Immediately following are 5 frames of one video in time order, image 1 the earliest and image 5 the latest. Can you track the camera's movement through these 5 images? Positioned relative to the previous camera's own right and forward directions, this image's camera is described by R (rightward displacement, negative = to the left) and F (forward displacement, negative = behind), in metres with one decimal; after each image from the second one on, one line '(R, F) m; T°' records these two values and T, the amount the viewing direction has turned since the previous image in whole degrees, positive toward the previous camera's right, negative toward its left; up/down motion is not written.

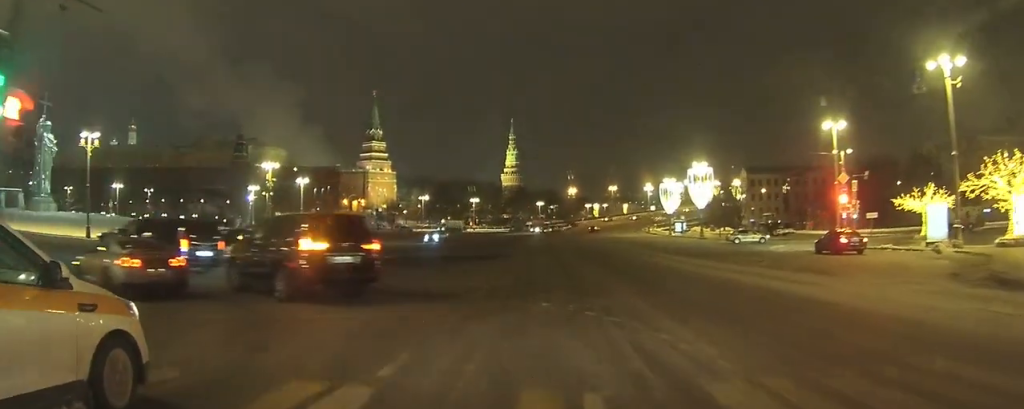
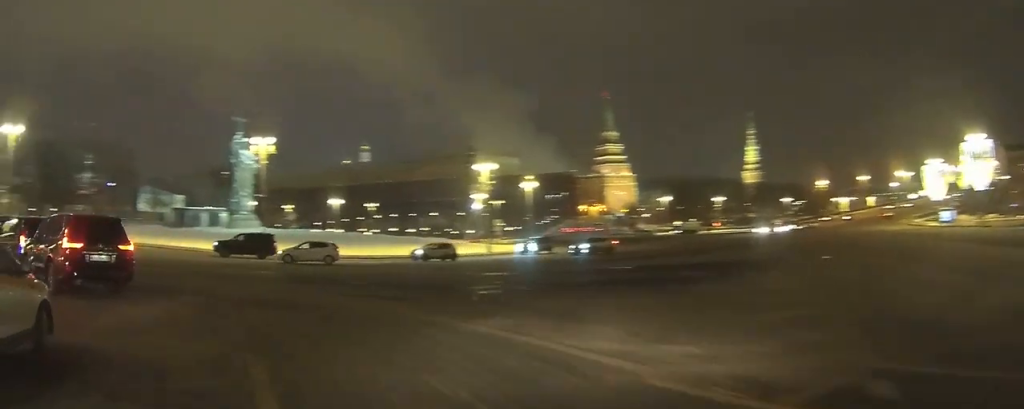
(-3.6, +12.3) m; -38°
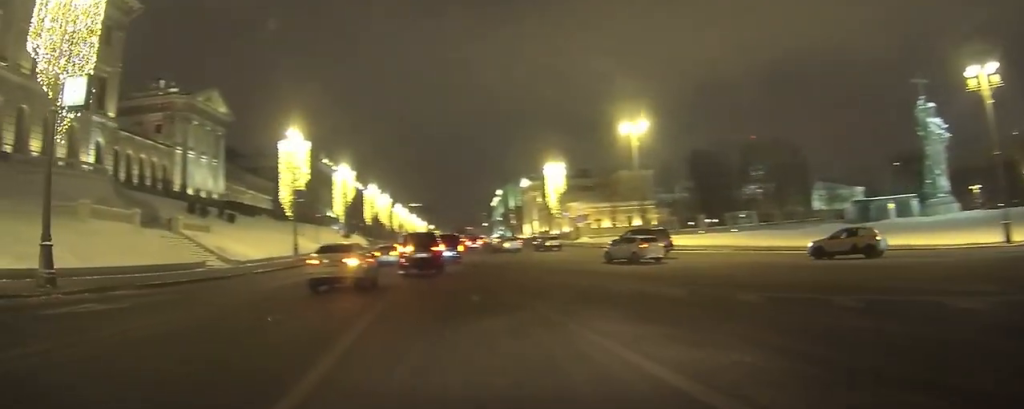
(-10.2, +15.7) m; -47°
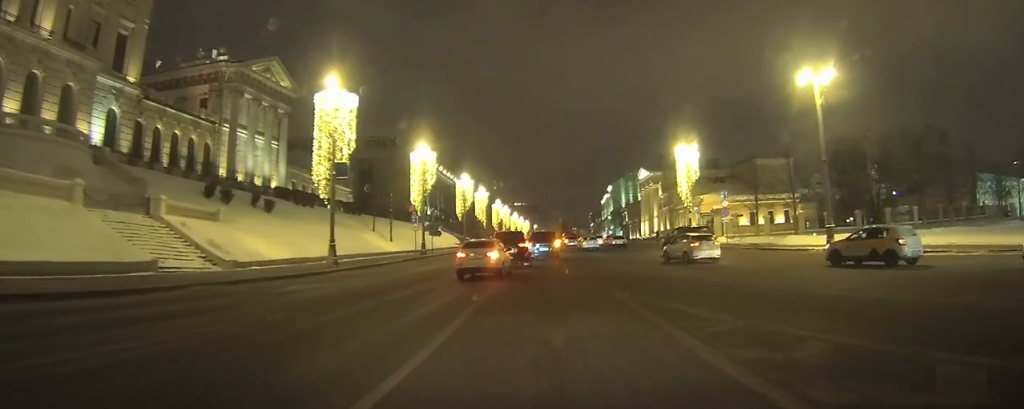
(-0.5, +14.8) m; -1°
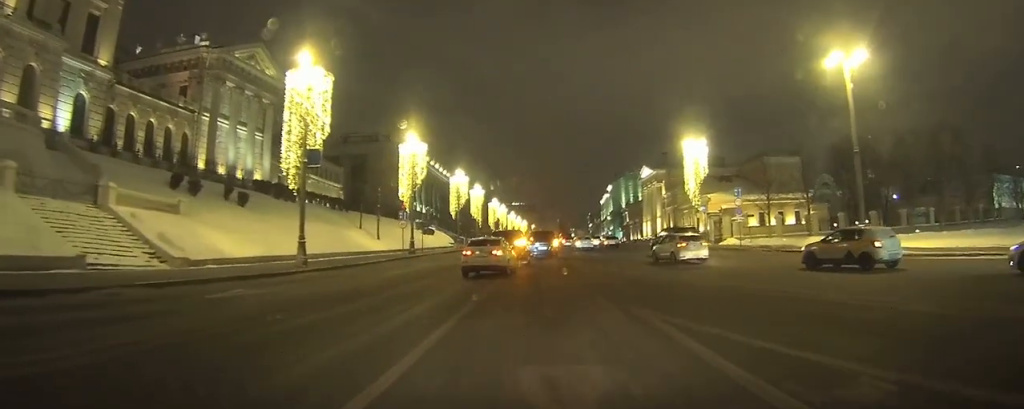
(0.0, +3.8) m; +1°
